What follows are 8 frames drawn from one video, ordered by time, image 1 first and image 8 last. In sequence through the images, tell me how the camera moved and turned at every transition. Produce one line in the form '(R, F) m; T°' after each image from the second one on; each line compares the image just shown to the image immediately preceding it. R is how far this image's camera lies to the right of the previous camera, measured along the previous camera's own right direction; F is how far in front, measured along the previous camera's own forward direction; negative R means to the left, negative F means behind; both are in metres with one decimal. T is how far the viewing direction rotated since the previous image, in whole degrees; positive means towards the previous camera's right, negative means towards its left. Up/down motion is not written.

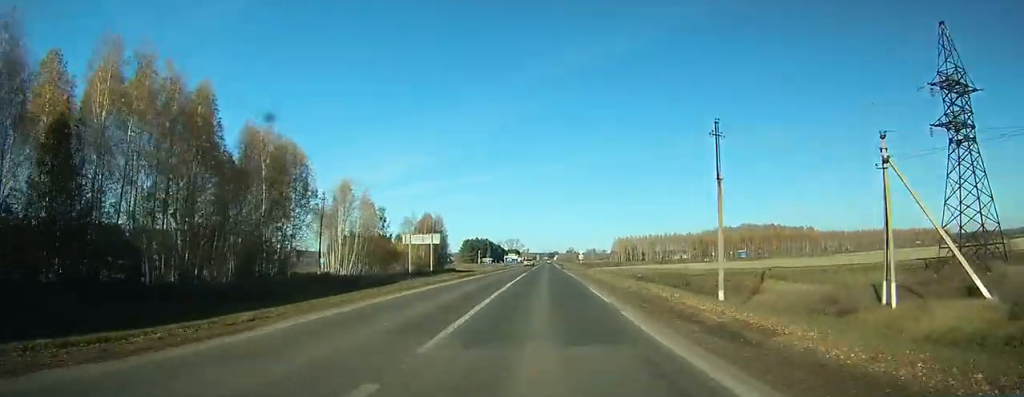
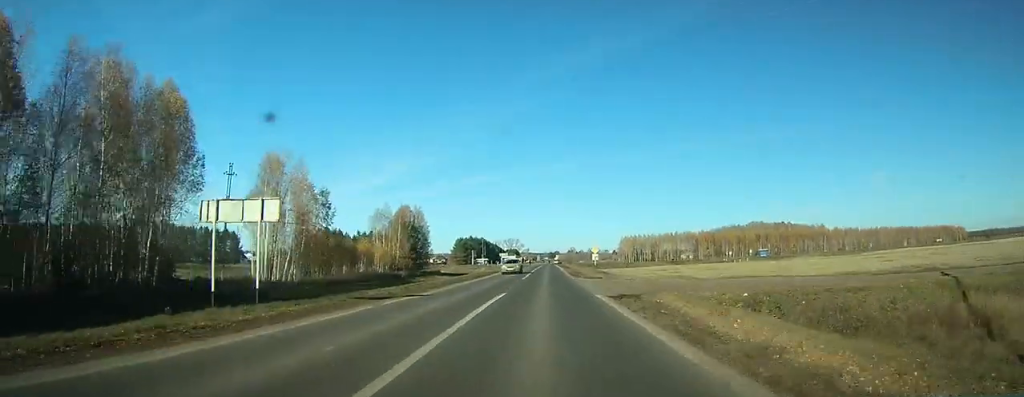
(0.0, +24.9) m; 0°
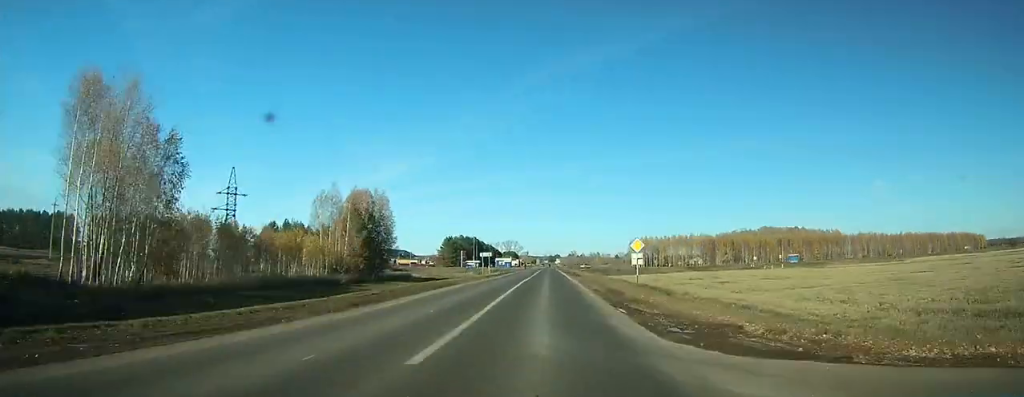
(0.0, +28.7) m; 0°
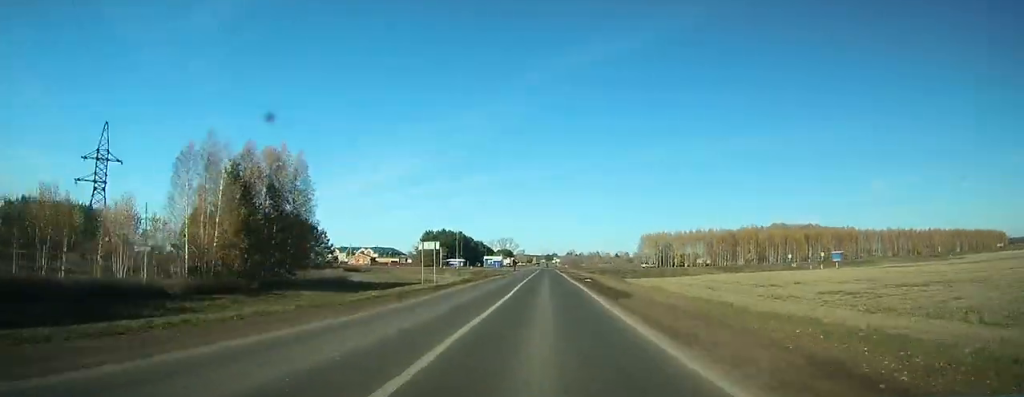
(0.0, +32.8) m; 0°
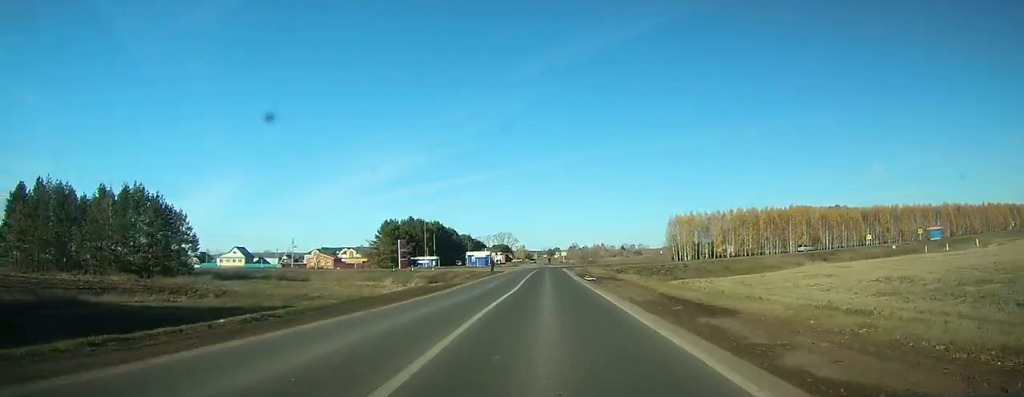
(+0.1, +47.1) m; 0°
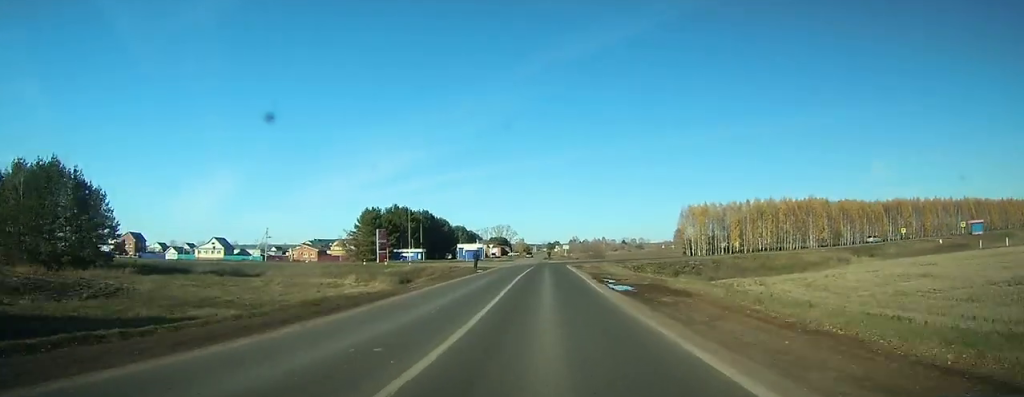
(0.0, +15.8) m; 0°
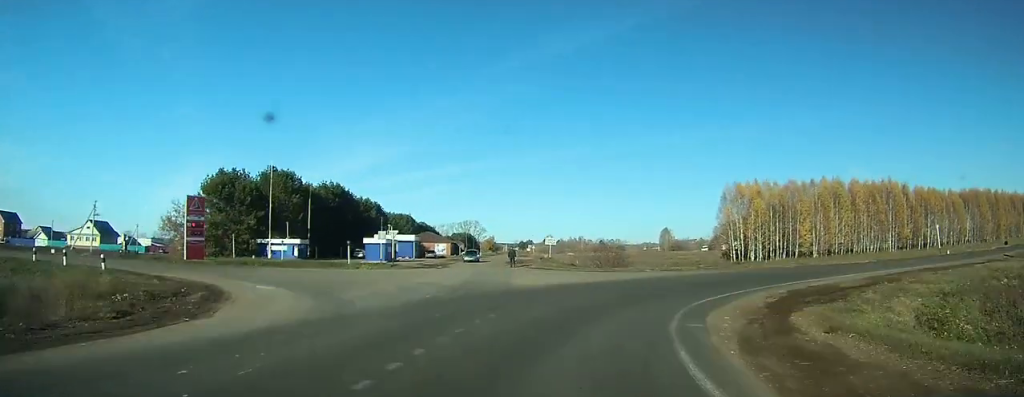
(+0.8, +52.9) m; +5°
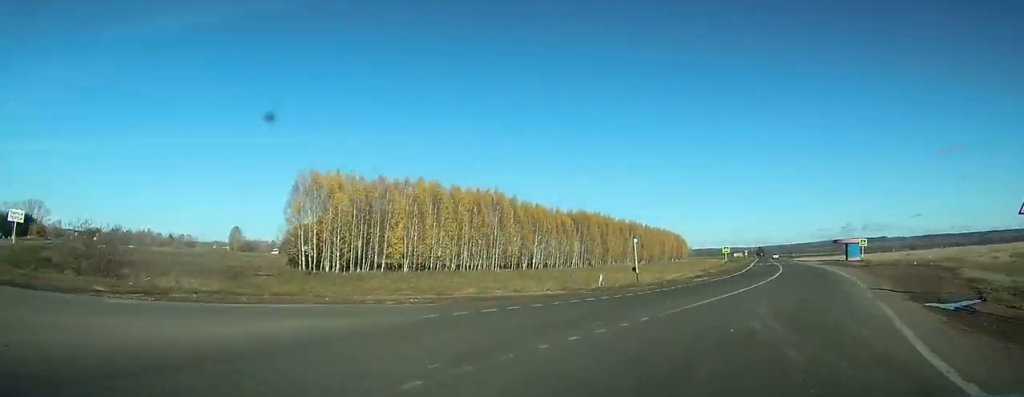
(+3.1, +24.4) m; +27°
